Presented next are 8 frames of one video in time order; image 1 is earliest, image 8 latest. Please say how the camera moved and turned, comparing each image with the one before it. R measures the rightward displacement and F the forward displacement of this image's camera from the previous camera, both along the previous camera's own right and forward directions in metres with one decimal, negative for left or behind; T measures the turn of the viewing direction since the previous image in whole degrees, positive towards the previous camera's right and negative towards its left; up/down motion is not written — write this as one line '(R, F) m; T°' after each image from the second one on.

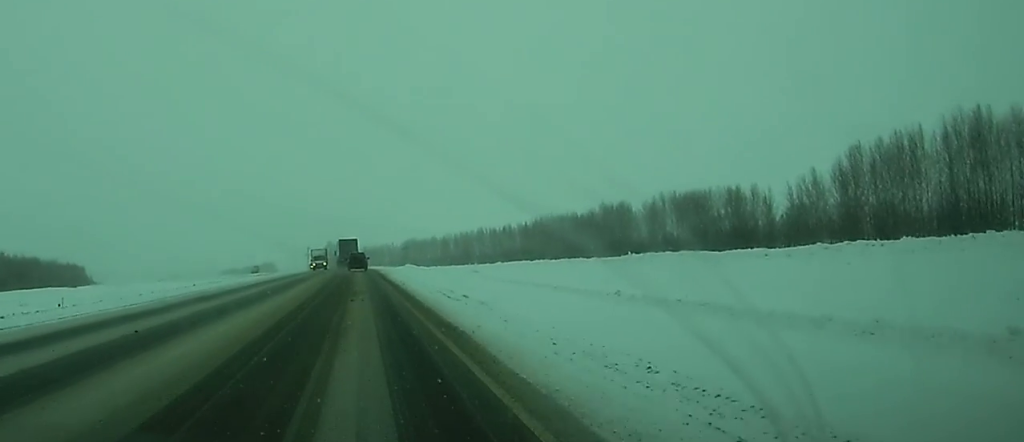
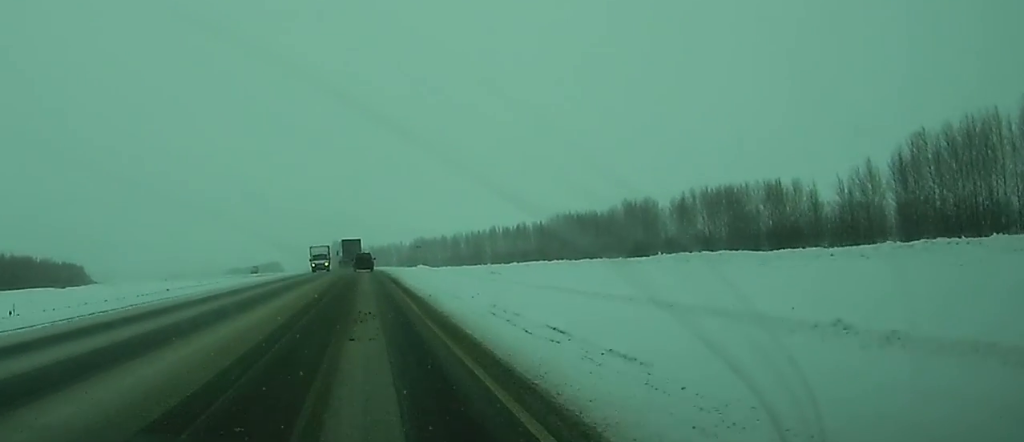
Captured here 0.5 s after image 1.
(0.0, +11.2) m; 0°
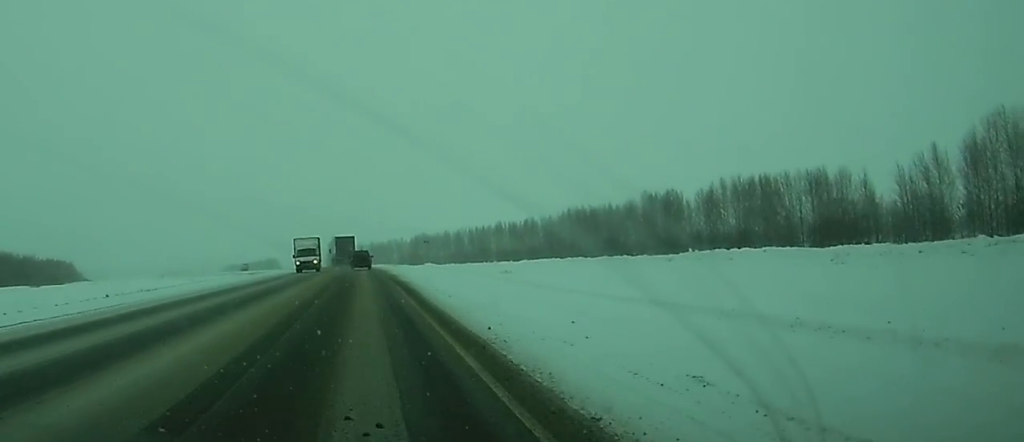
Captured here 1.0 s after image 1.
(0.0, +12.8) m; 0°
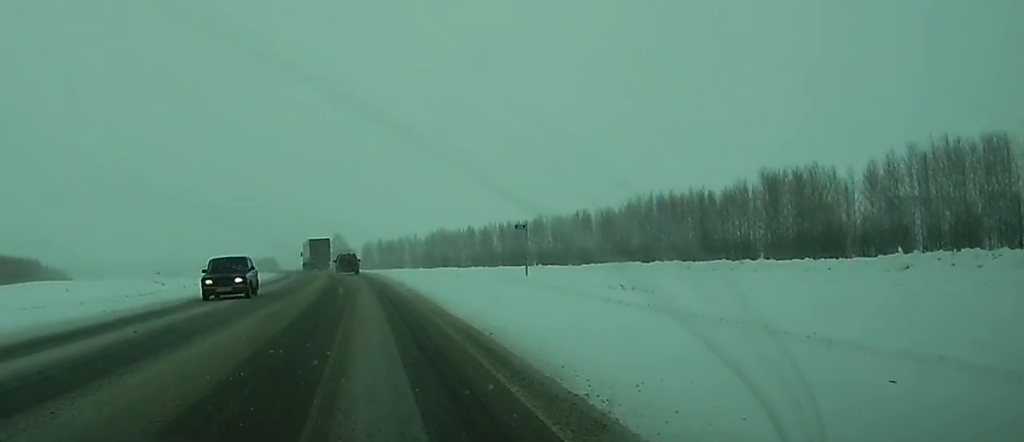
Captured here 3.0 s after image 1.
(-0.2, +47.1) m; -1°
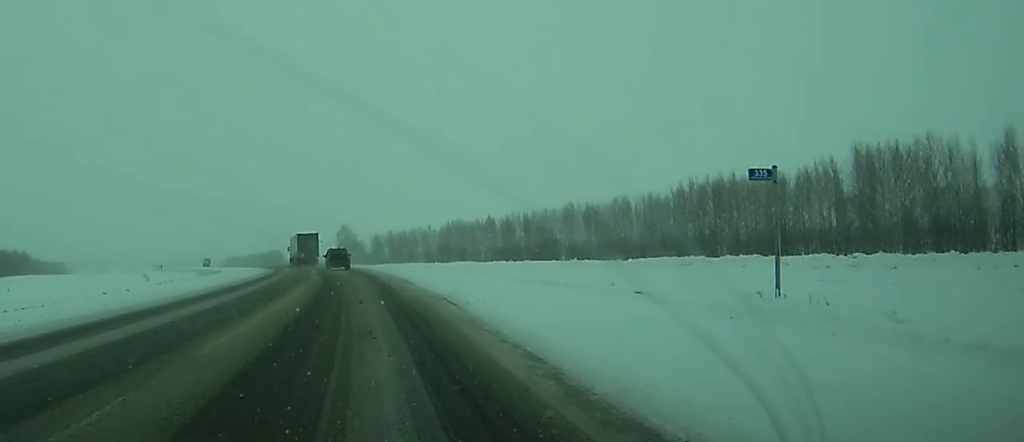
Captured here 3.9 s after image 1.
(0.0, +21.5) m; 0°
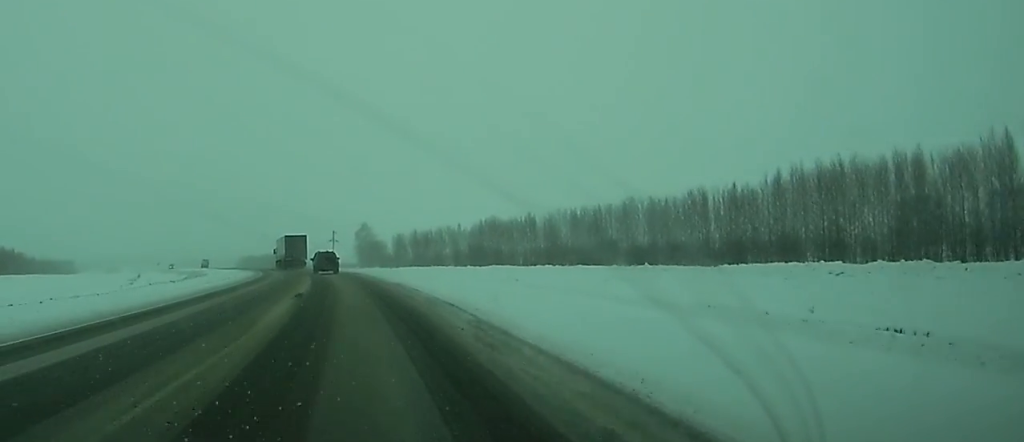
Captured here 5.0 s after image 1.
(-0.2, +27.7) m; -1°
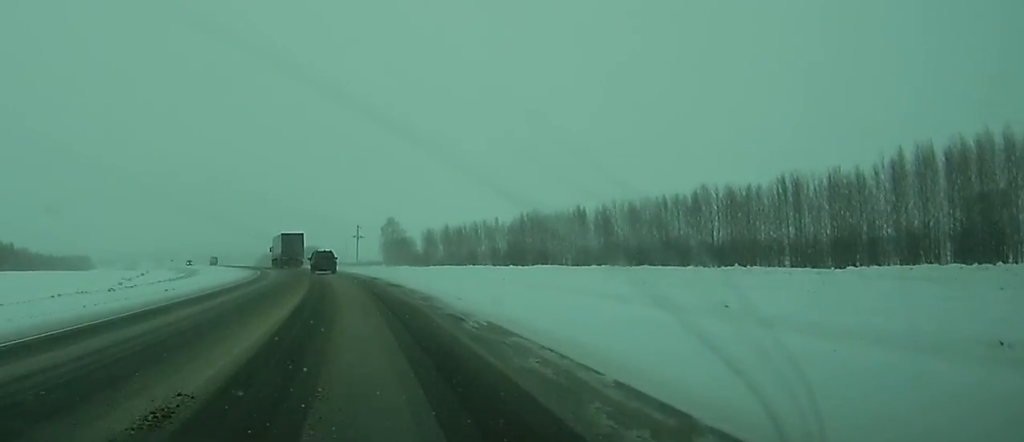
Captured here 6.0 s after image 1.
(-0.2, +22.0) m; -1°
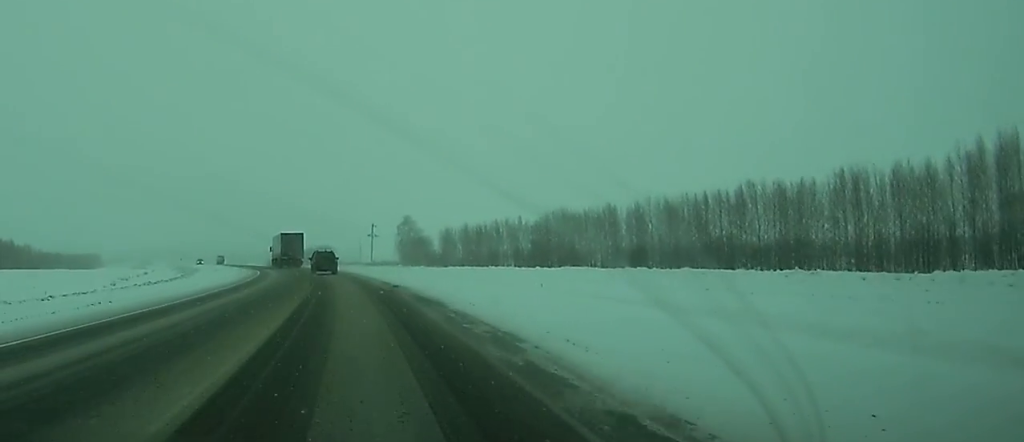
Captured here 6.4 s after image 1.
(0.0, +11.0) m; -1°
